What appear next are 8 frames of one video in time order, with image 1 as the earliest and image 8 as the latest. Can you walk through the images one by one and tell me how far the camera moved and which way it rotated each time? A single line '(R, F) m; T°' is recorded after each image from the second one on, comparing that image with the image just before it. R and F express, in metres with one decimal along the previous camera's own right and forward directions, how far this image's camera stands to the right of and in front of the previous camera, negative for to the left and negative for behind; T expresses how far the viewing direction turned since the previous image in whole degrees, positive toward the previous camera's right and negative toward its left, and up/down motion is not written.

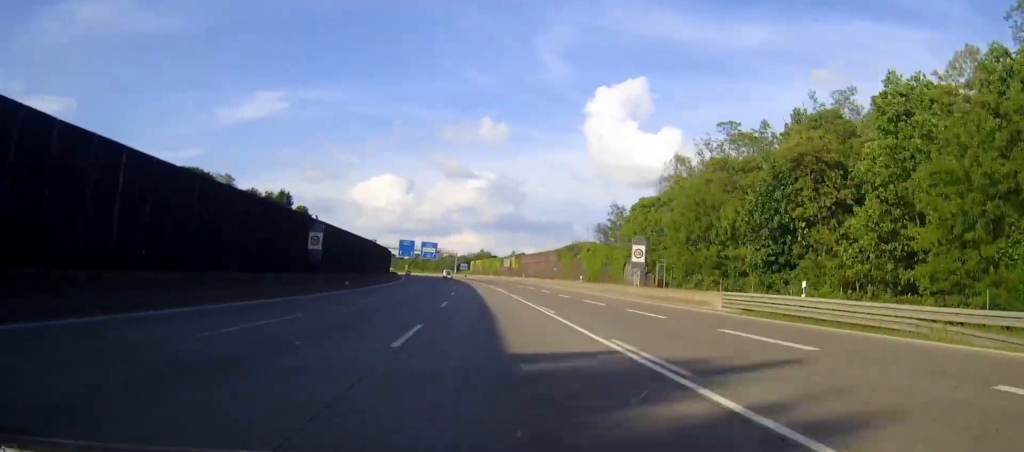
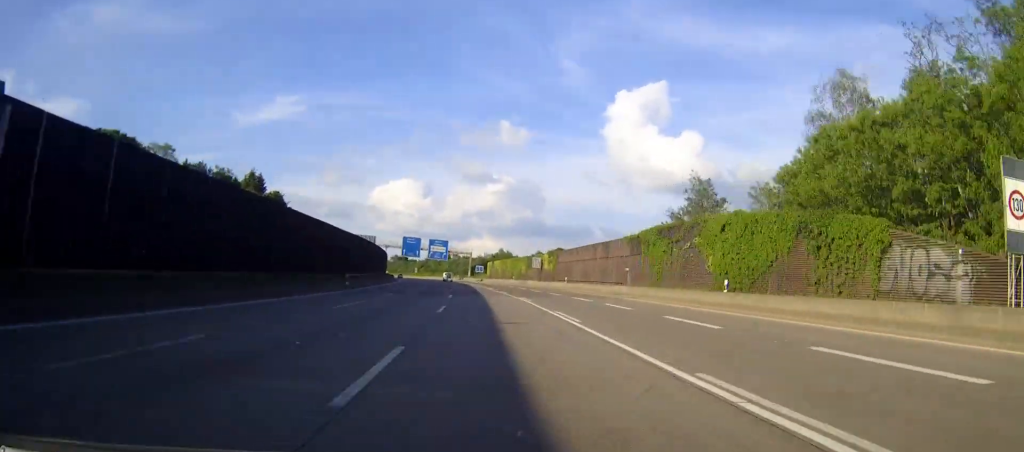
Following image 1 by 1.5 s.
(-0.5, +41.4) m; -2°
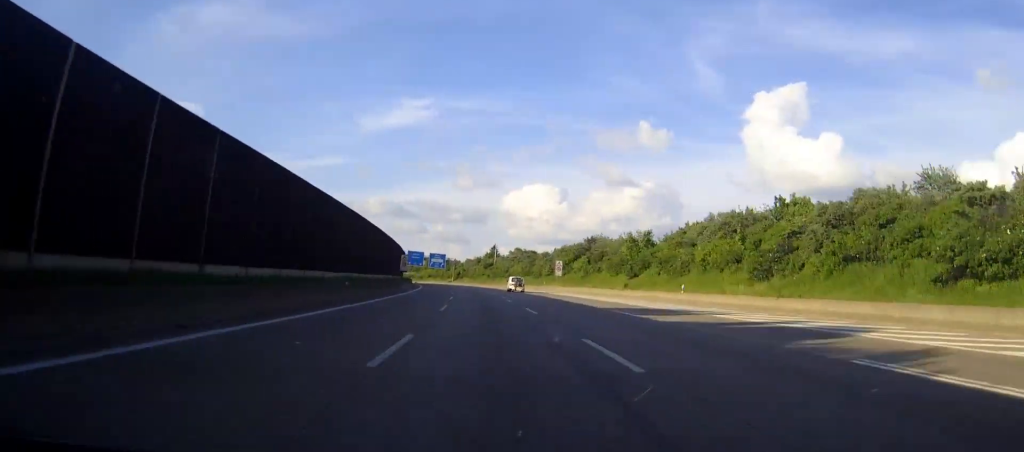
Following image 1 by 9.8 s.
(-20.0, +229.3) m; -9°
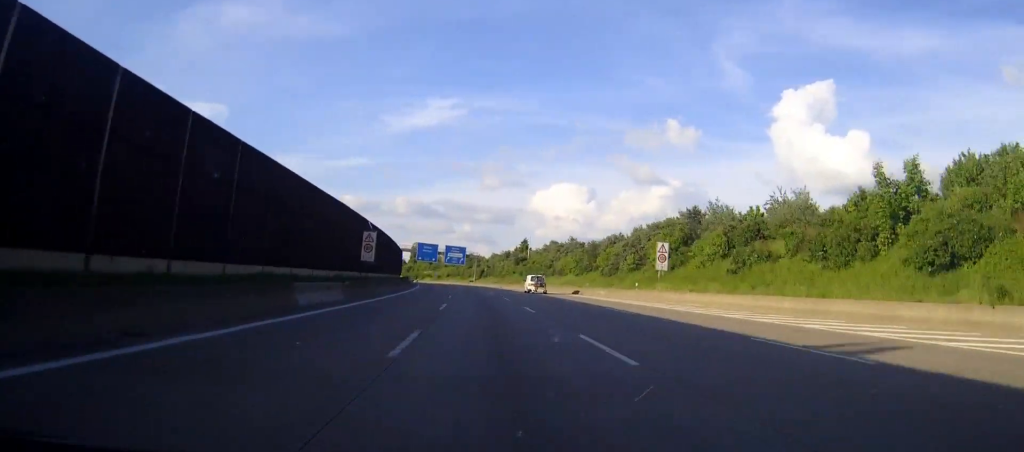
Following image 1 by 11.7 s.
(-1.5, +52.9) m; -2°
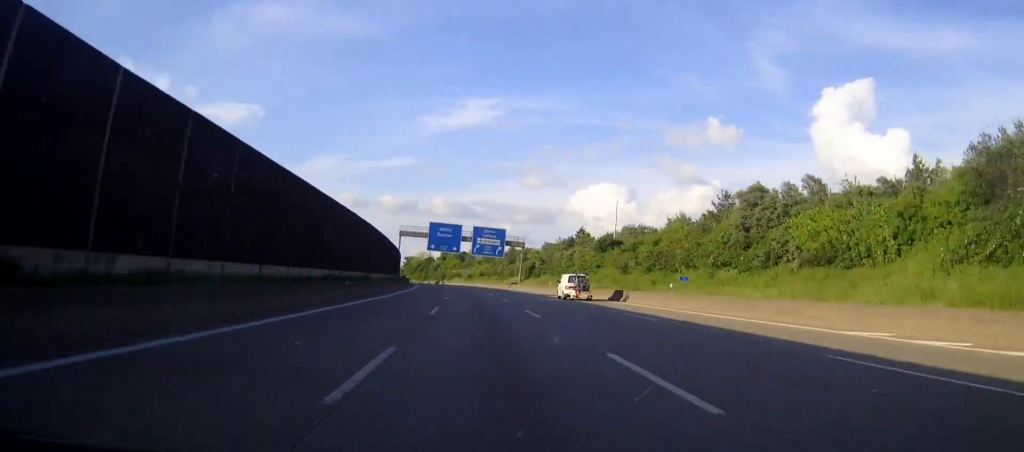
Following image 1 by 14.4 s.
(-2.0, +75.2) m; -3°
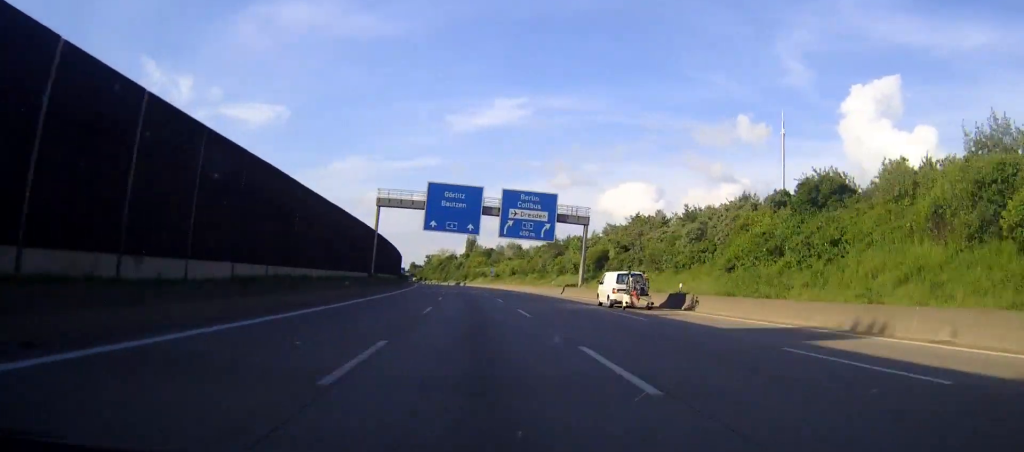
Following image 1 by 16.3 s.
(-0.6, +53.0) m; -2°
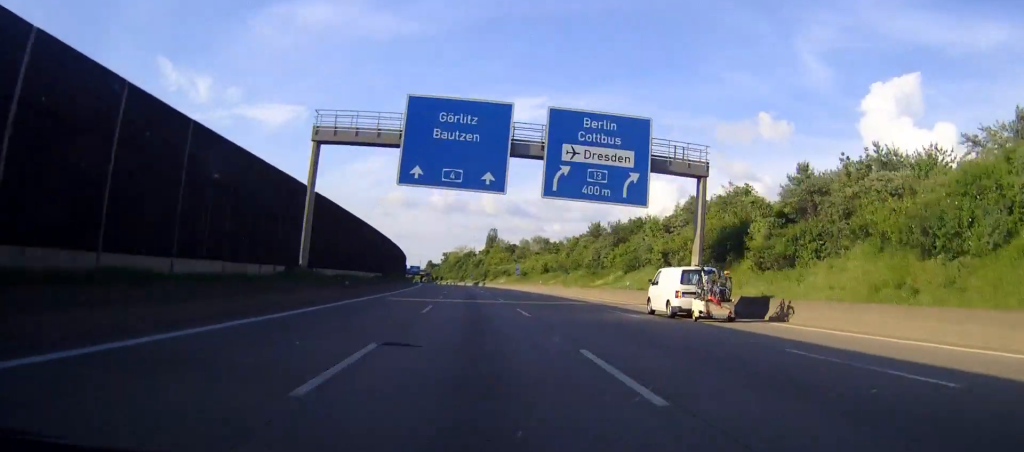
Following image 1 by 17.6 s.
(-0.8, +36.2) m; -1°
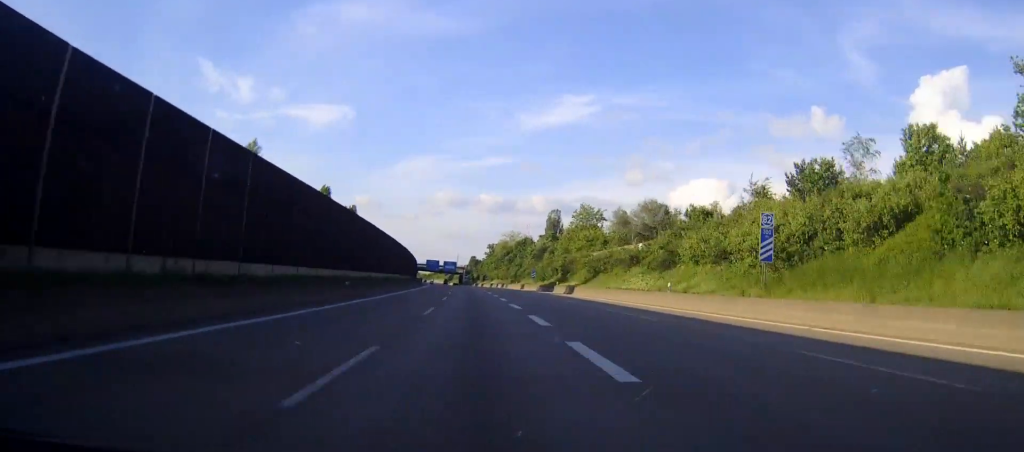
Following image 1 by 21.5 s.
(-3.2, +108.8) m; -3°
